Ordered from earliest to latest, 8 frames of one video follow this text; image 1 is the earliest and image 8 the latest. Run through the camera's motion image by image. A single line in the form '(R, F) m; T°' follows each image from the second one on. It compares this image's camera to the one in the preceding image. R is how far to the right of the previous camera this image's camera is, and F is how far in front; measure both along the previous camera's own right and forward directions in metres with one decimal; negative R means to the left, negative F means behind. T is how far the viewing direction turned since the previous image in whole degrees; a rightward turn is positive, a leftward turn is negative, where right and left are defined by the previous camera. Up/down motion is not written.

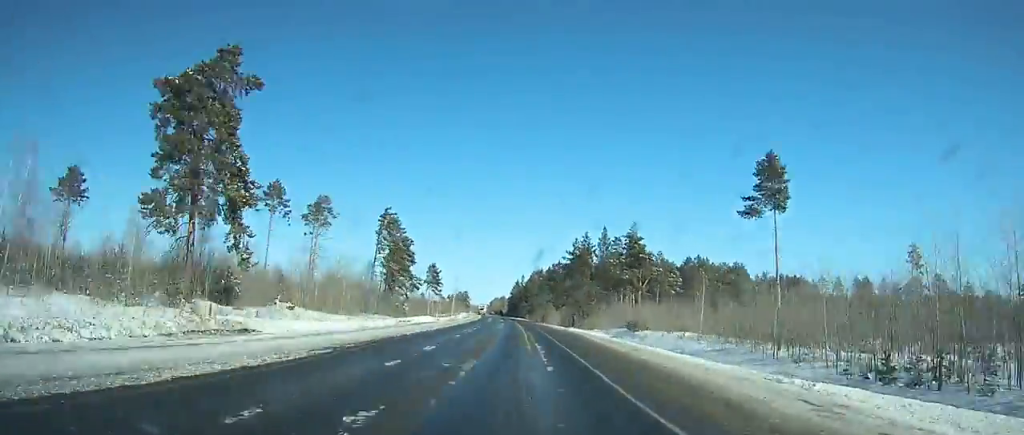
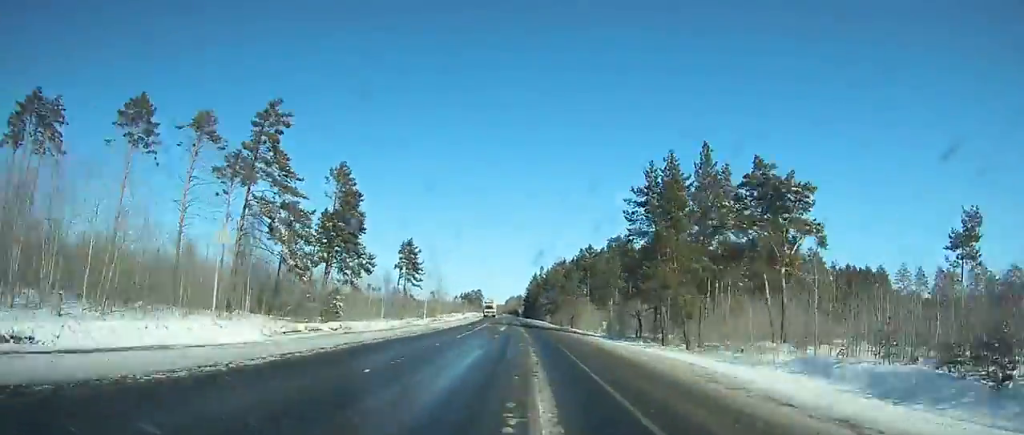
(-0.3, +46.6) m; -1°
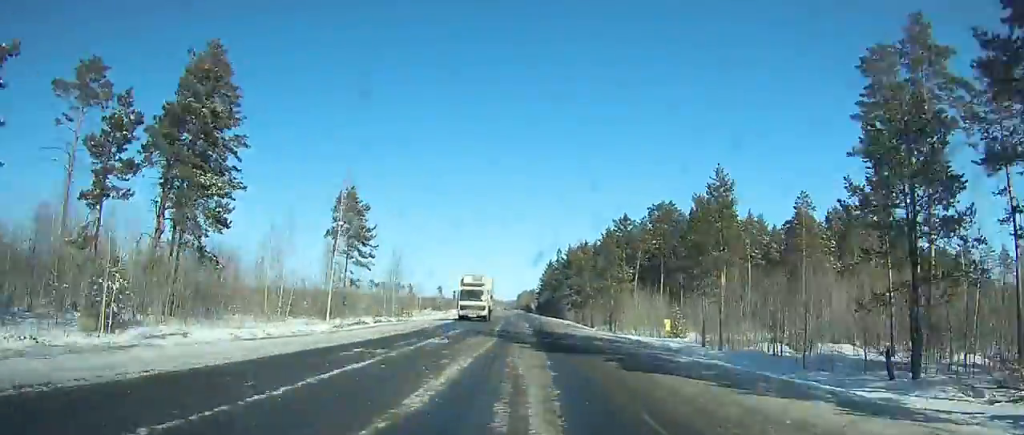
(0.0, +36.0) m; -1°
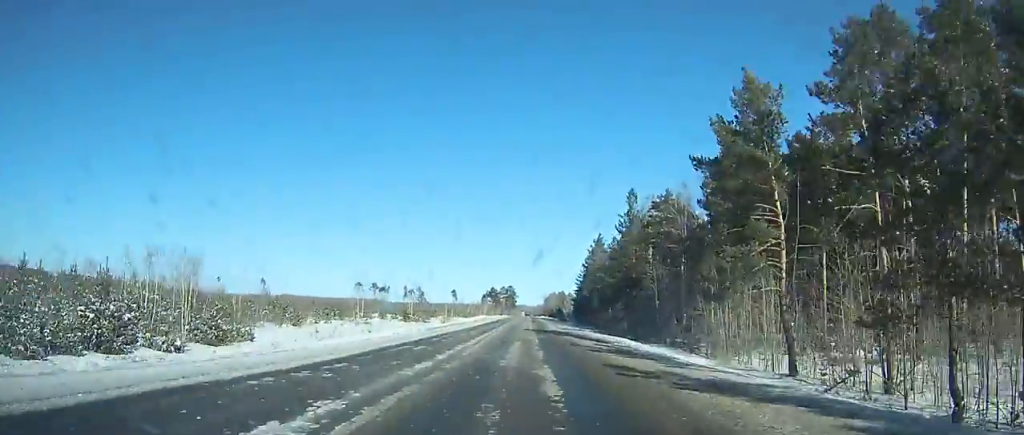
(-2.0, +76.6) m; -2°
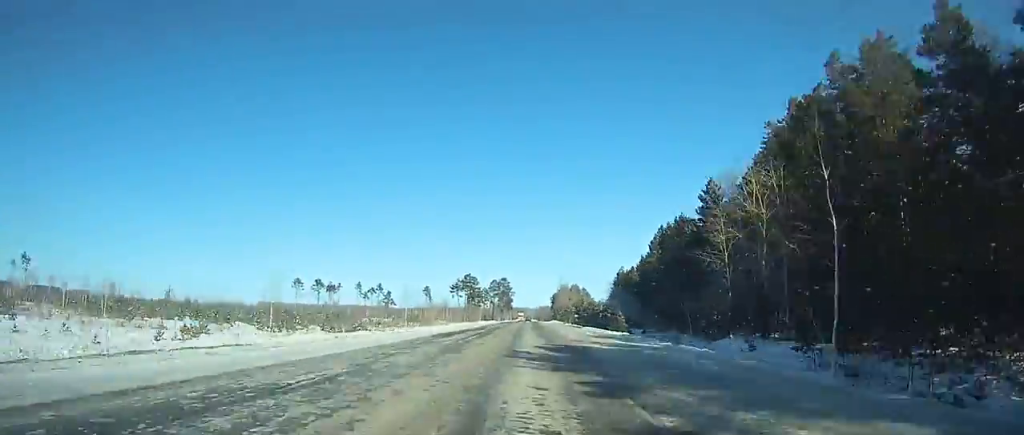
(-0.8, +126.7) m; 0°
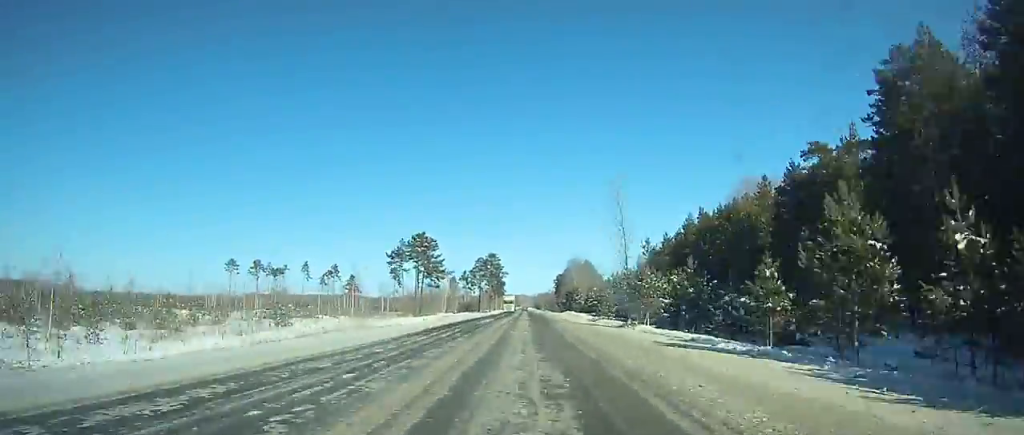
(+0.2, +76.0) m; 0°
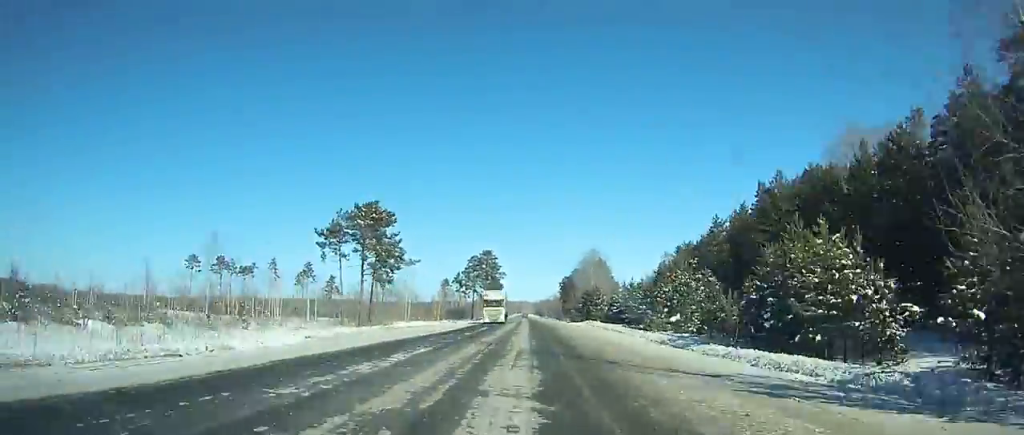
(0.0, +35.0) m; 0°
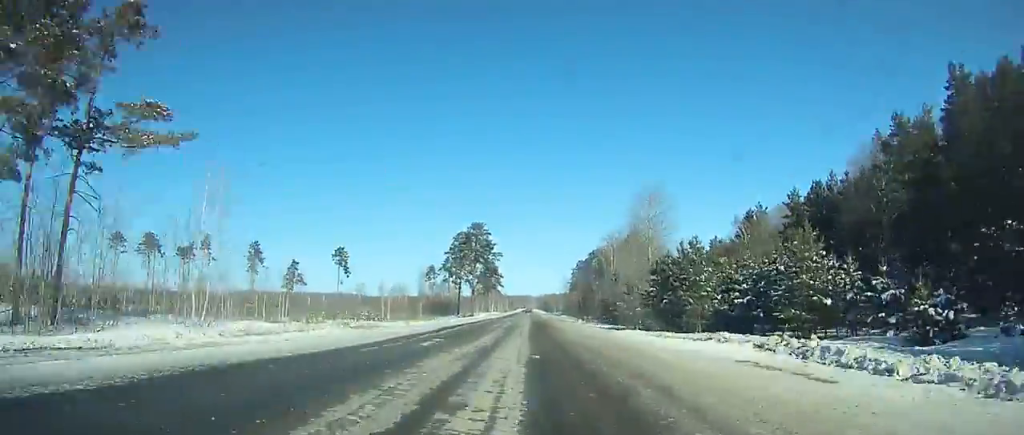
(+0.1, +50.6) m; 0°
